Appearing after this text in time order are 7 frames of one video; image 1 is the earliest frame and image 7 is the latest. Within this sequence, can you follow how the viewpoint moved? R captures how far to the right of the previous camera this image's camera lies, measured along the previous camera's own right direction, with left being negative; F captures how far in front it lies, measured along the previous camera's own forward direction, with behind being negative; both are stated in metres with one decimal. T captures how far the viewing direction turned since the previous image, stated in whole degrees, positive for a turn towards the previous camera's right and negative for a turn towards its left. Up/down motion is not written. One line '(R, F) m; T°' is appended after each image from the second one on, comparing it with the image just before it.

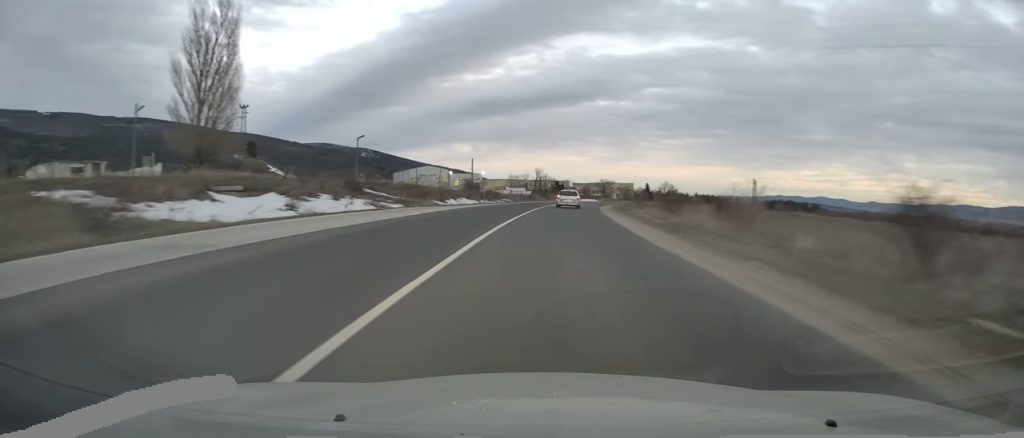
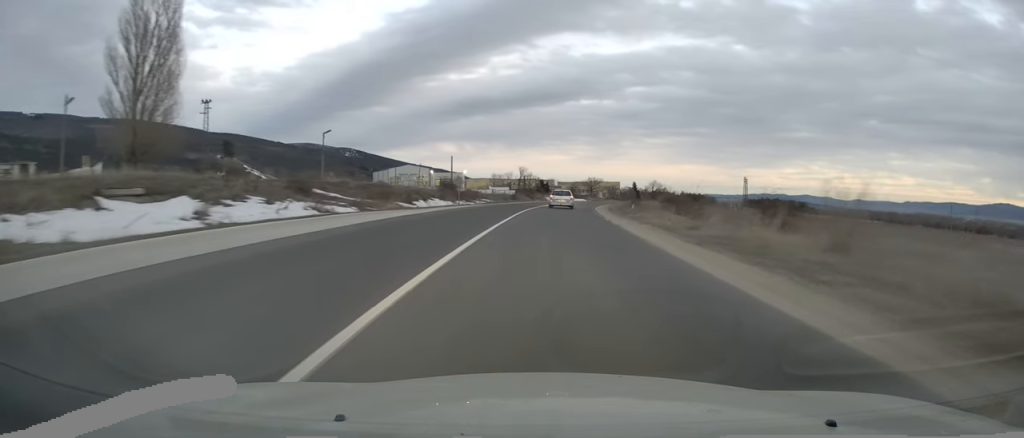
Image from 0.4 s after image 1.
(0.0, +8.2) m; +2°
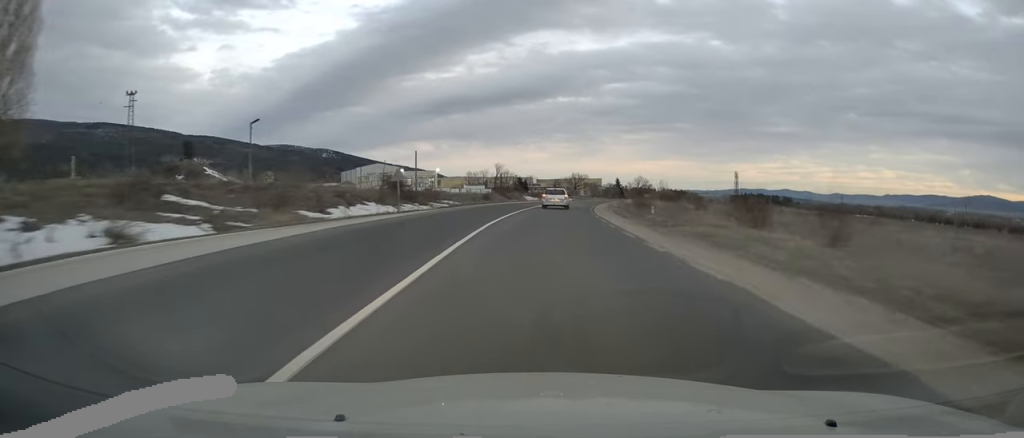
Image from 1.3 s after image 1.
(+0.5, +15.4) m; +2°
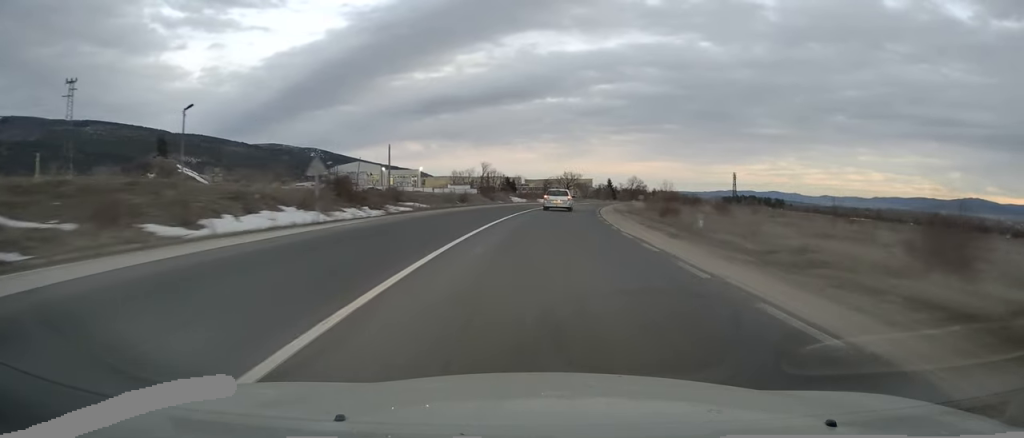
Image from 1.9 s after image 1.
(+0.1, +11.5) m; +1°
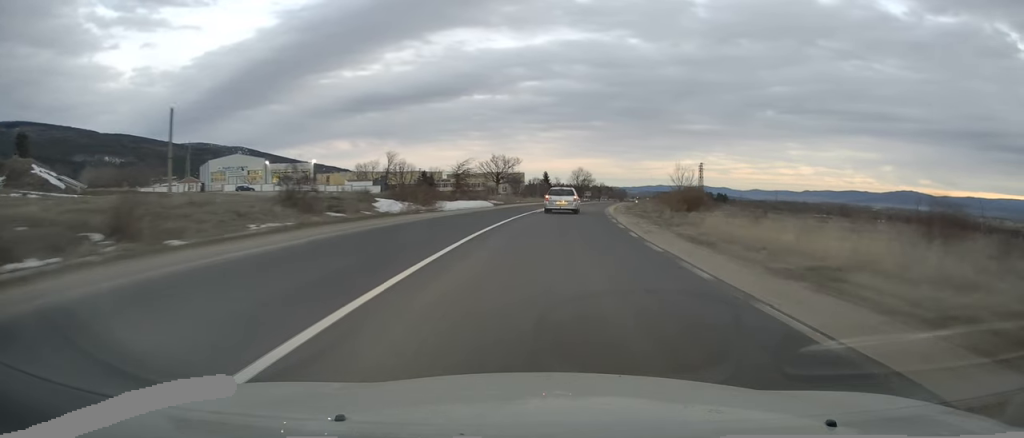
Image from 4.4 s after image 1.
(+2.1, +43.9) m; +6°
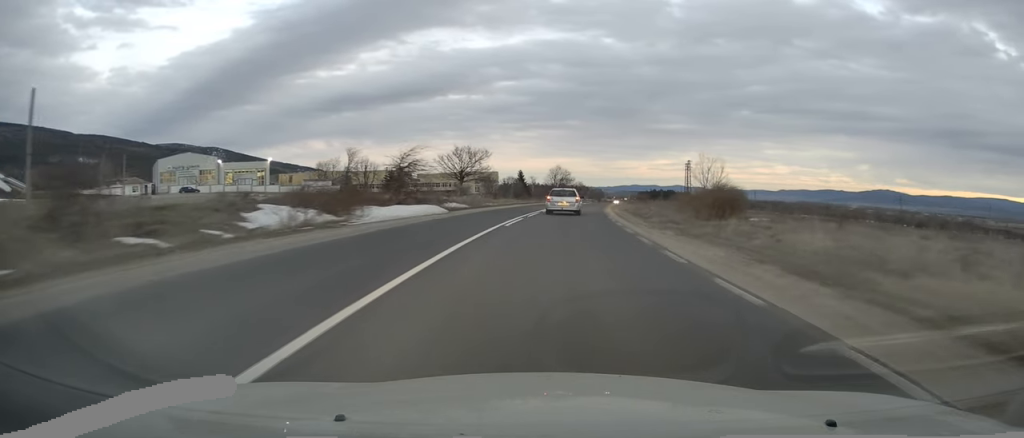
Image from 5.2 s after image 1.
(+0.2, +14.1) m; +2°
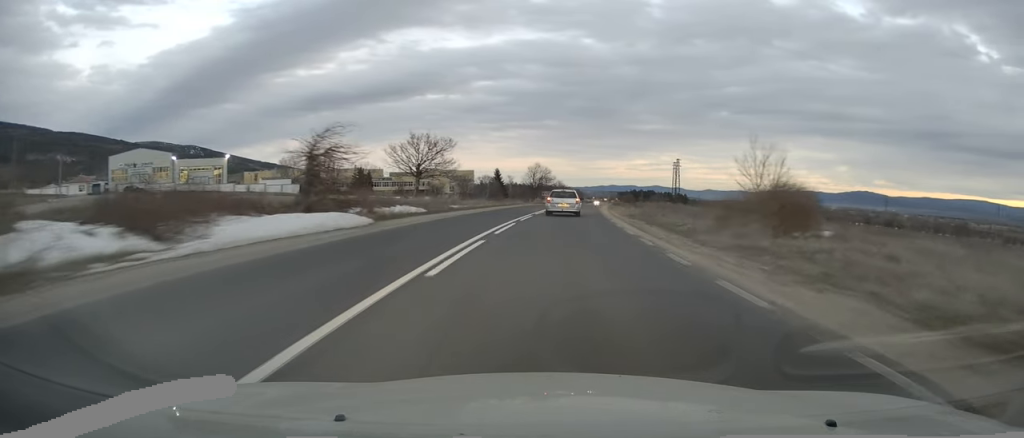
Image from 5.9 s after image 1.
(+0.1, +12.4) m; +2°
